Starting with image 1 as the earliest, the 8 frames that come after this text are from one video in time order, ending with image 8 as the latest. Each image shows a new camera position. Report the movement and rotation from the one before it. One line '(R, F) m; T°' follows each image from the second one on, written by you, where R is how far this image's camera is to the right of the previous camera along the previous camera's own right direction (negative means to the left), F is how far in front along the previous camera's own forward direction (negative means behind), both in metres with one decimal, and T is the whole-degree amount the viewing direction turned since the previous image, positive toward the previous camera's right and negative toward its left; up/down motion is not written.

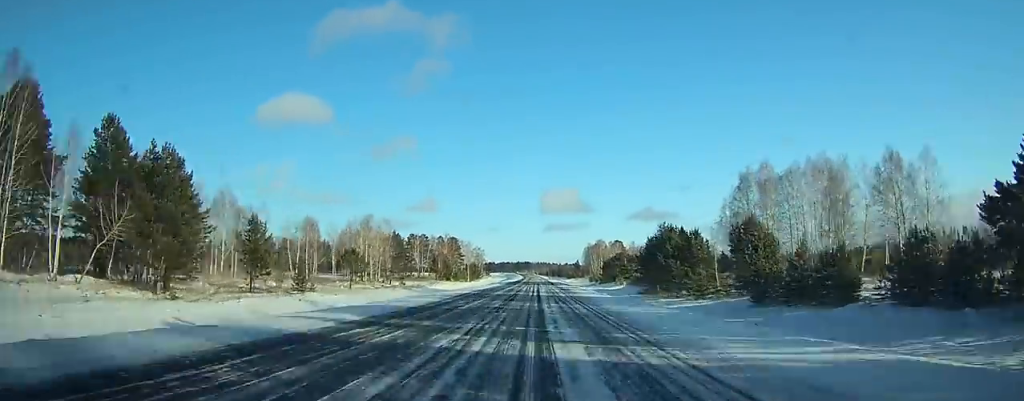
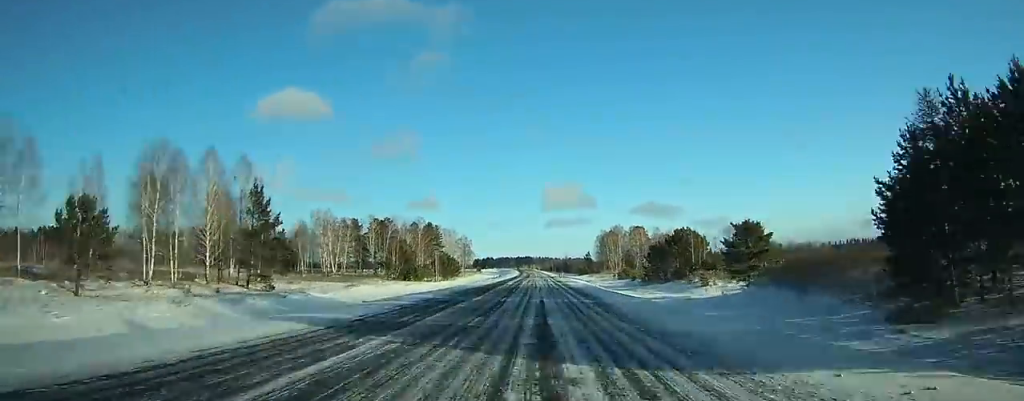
(0.0, +69.8) m; 0°
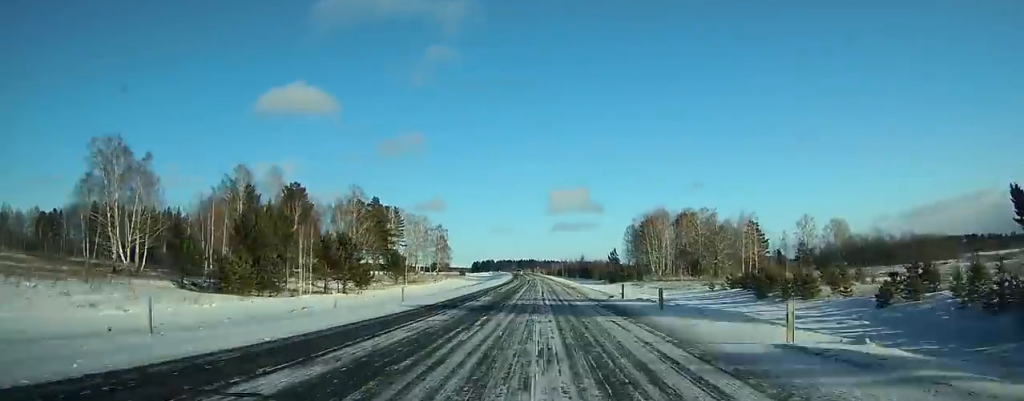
(-0.6, +85.9) m; -1°
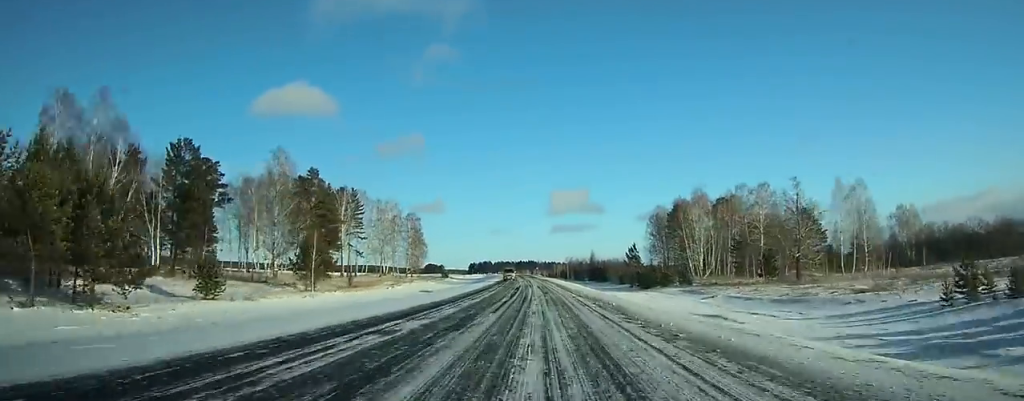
(-0.2, +43.7) m; 0°
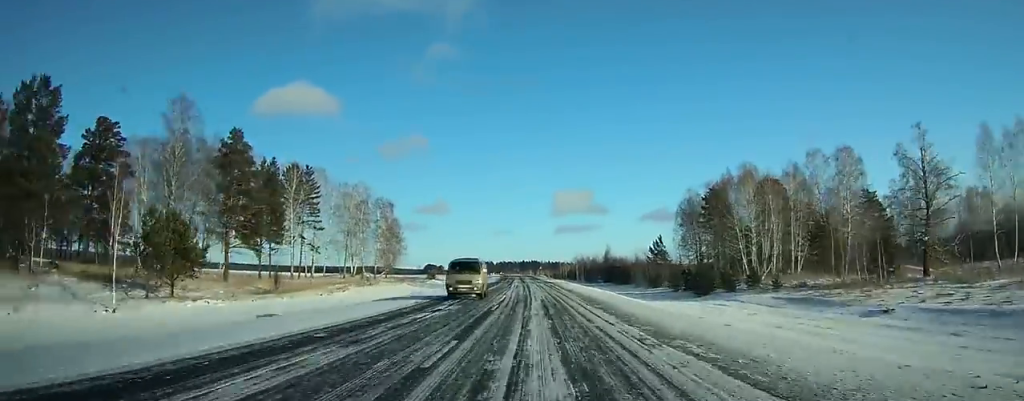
(0.0, +31.7) m; 0°
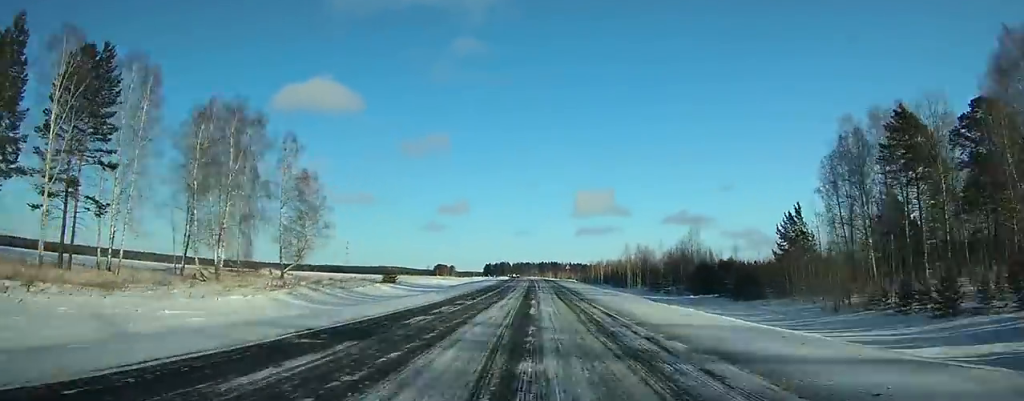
(-0.6, +64.7) m; -1°
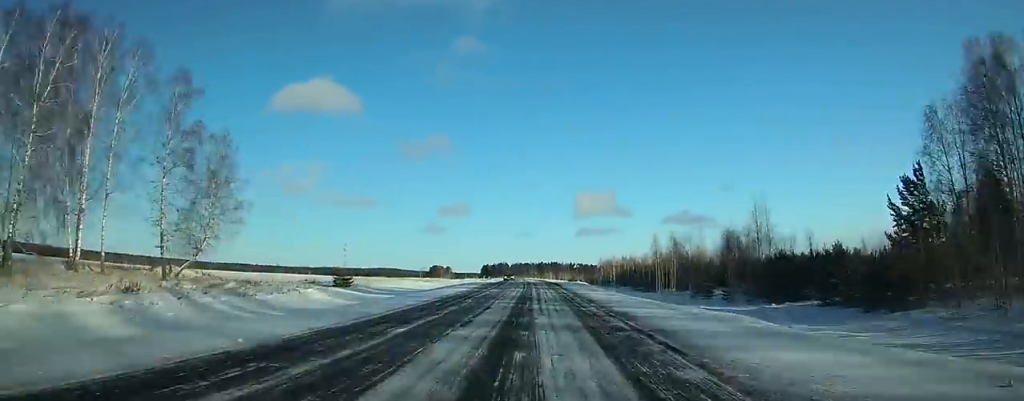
(-0.1, +24.8) m; 0°
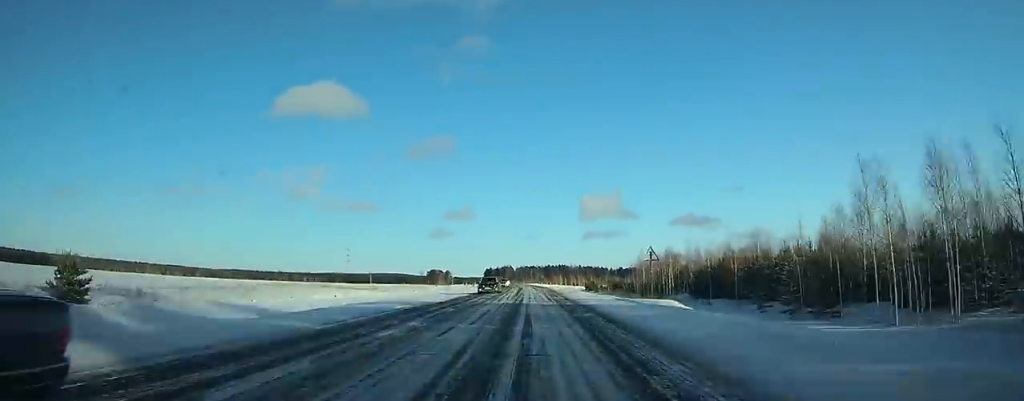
(-0.3, +49.7) m; -1°
